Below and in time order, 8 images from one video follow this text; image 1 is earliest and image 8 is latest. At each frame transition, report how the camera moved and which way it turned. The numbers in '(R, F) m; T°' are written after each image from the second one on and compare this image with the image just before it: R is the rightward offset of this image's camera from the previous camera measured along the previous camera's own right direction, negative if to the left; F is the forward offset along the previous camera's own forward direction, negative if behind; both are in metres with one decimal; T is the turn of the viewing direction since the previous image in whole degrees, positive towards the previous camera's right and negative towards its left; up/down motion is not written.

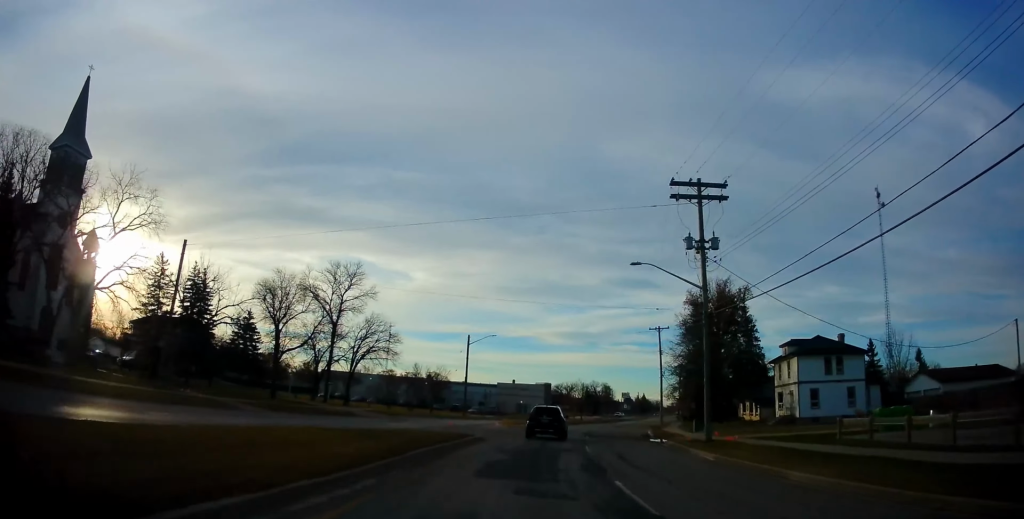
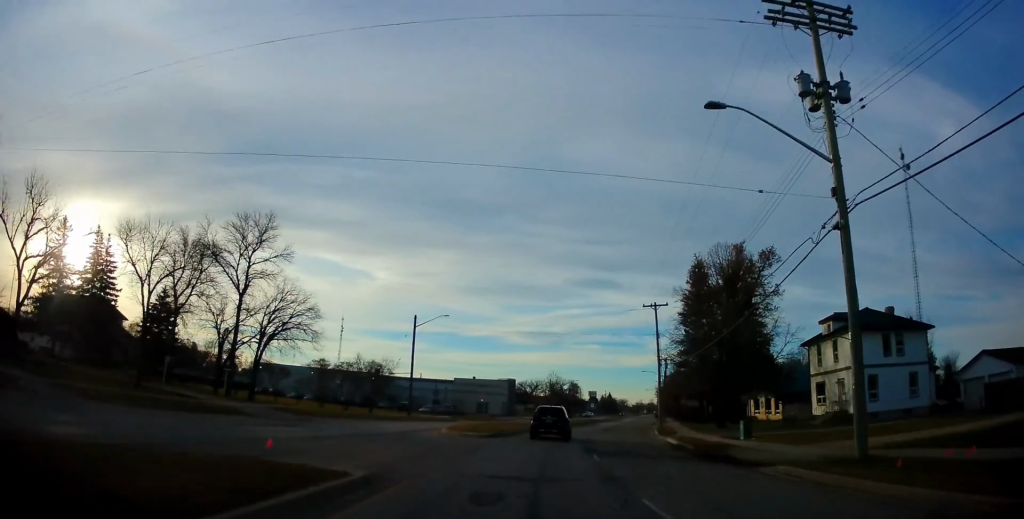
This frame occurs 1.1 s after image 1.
(+0.2, +13.2) m; +3°
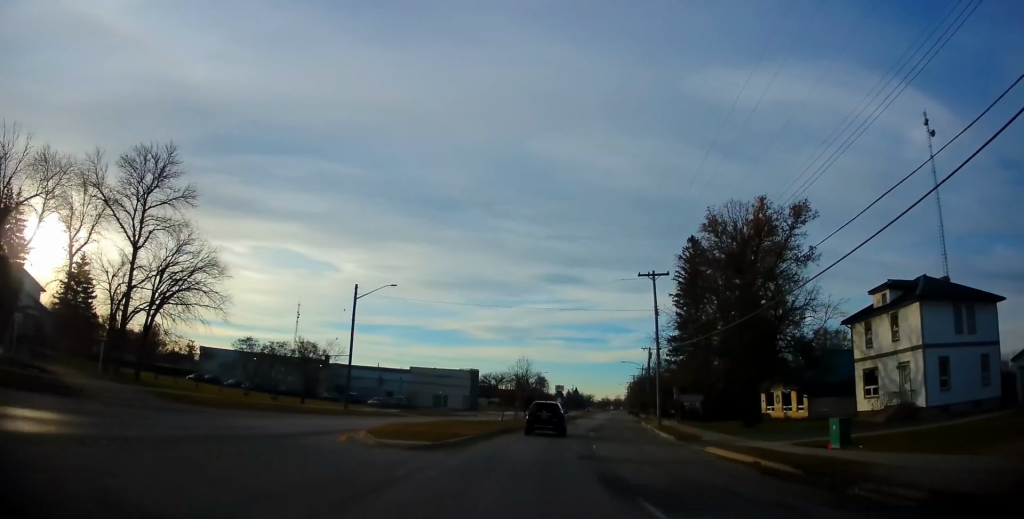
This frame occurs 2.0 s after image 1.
(+0.4, +10.9) m; +4°
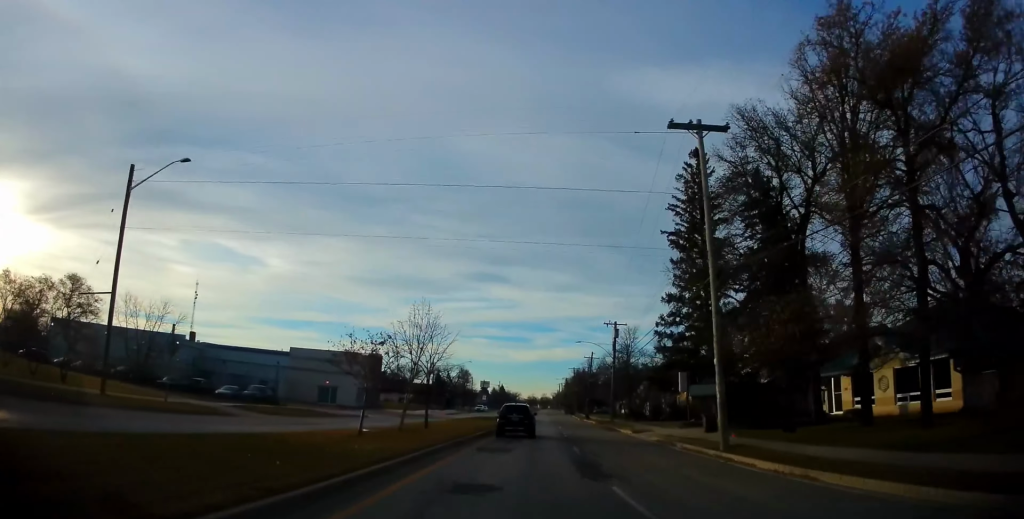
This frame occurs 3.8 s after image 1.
(+1.8, +26.0) m; +6°
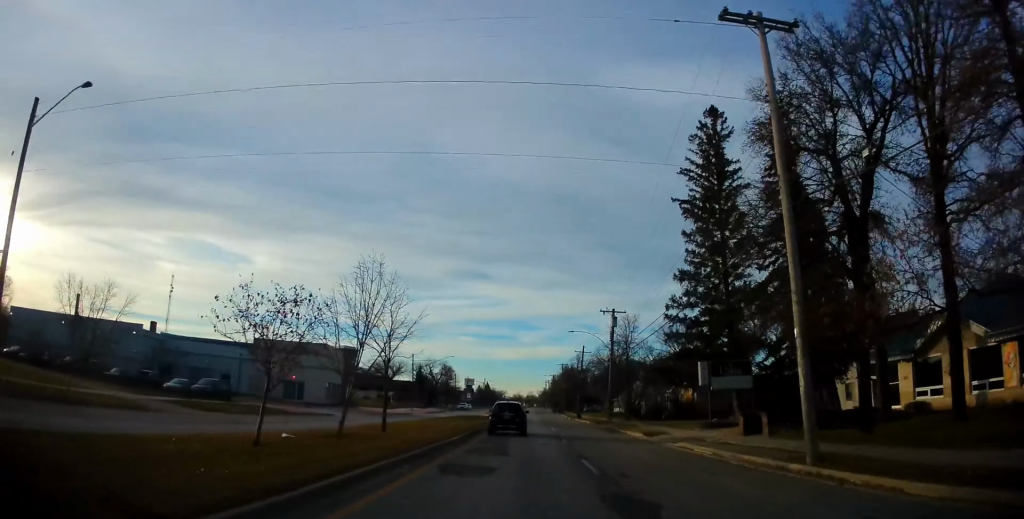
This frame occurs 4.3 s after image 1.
(-0.1, +7.7) m; +1°
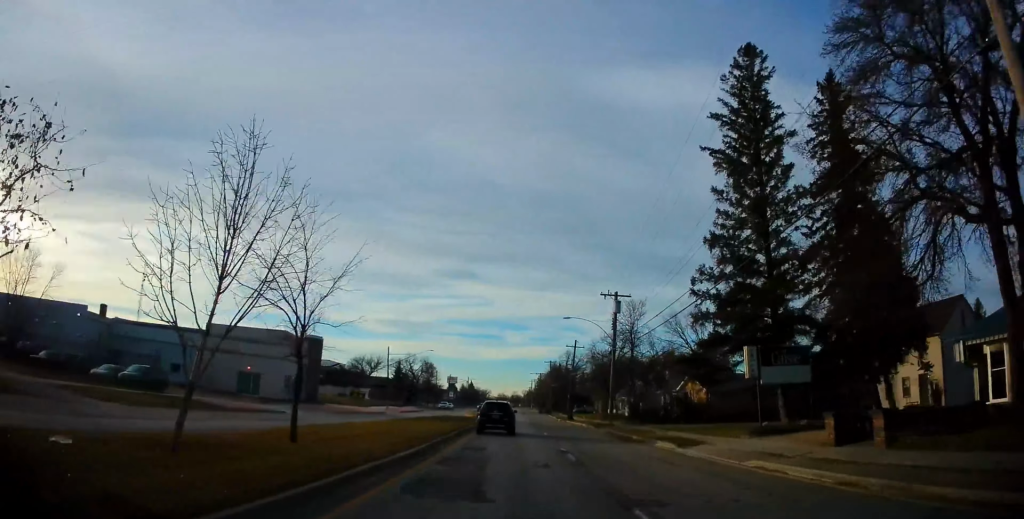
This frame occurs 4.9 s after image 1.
(+0.3, +8.9) m; +2°
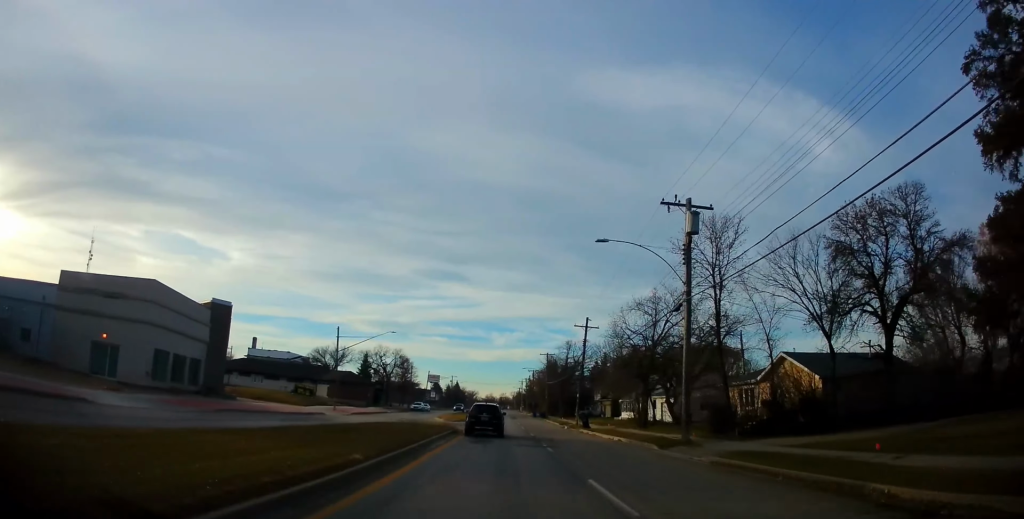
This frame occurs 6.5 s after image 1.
(+0.9, +23.0) m; +2°
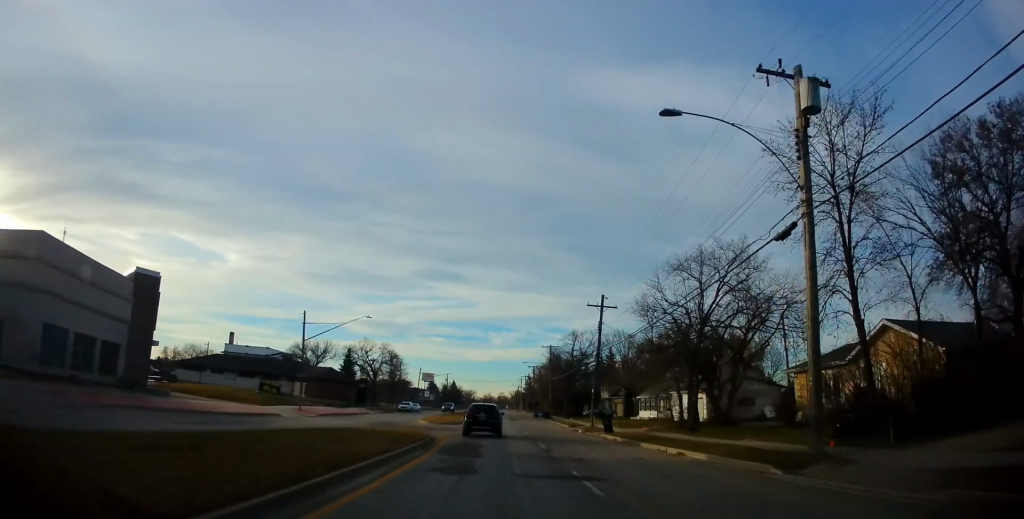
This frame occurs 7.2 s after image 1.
(-0.1, +11.4) m; -1°
